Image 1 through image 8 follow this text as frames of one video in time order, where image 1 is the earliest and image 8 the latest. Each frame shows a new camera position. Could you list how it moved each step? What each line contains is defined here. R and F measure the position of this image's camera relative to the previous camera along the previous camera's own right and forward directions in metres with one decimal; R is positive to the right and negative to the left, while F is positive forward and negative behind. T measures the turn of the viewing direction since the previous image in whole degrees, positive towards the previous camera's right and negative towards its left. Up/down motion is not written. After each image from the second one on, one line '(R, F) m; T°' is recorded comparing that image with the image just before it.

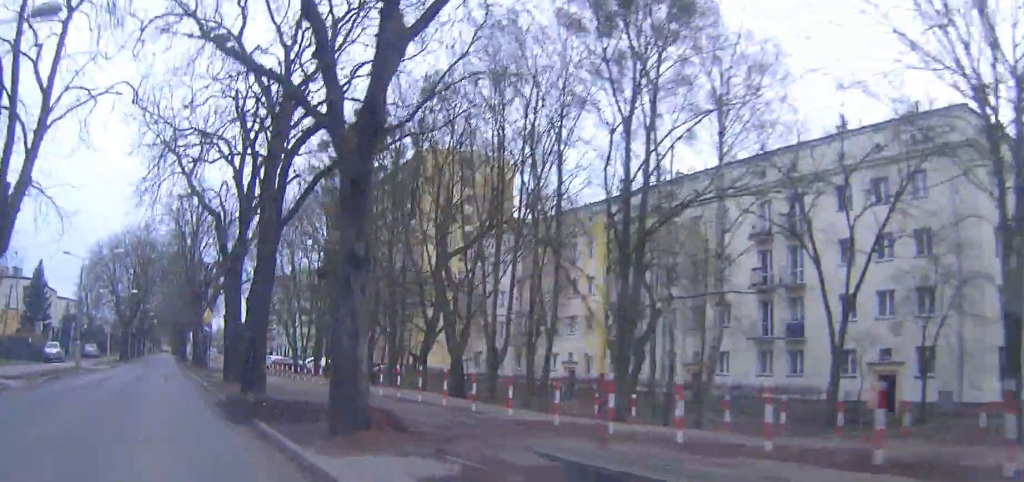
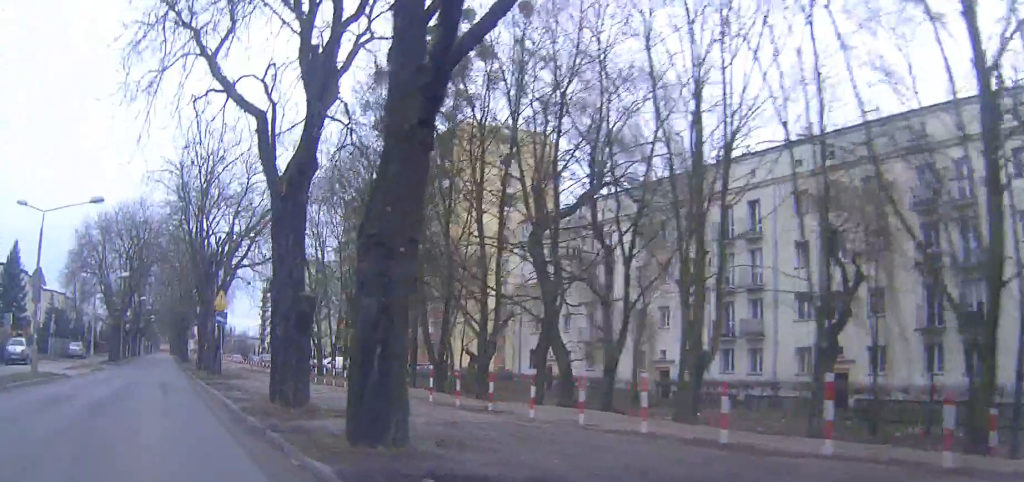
(-0.1, +12.7) m; -2°
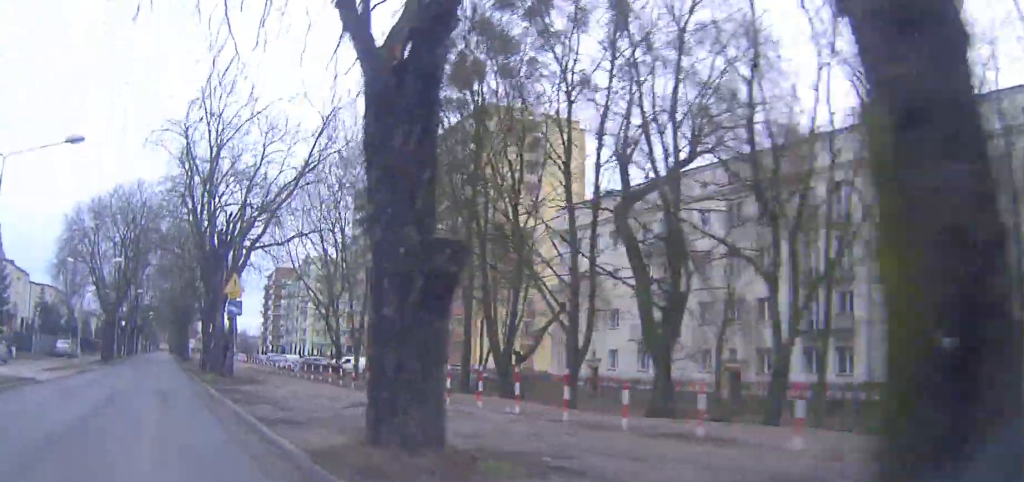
(-0.1, +7.0) m; 0°
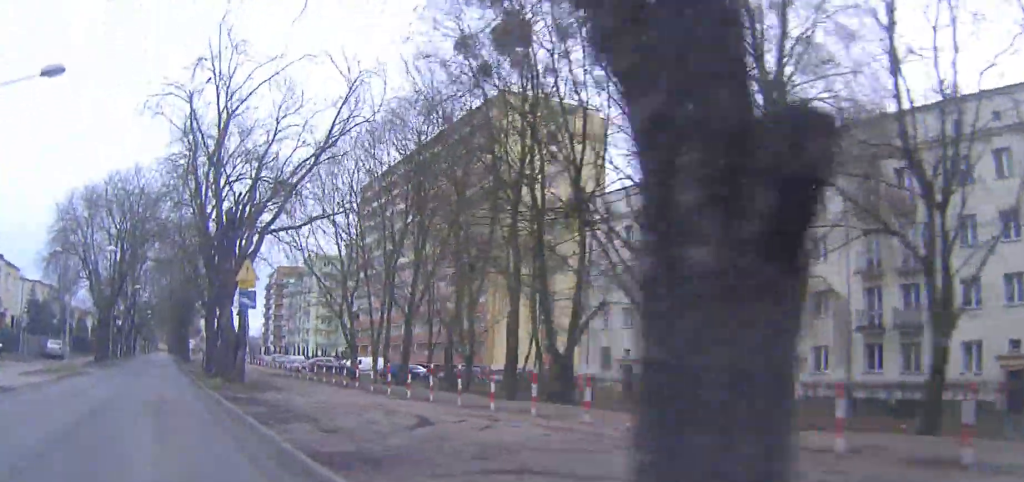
(0.0, +4.5) m; 0°
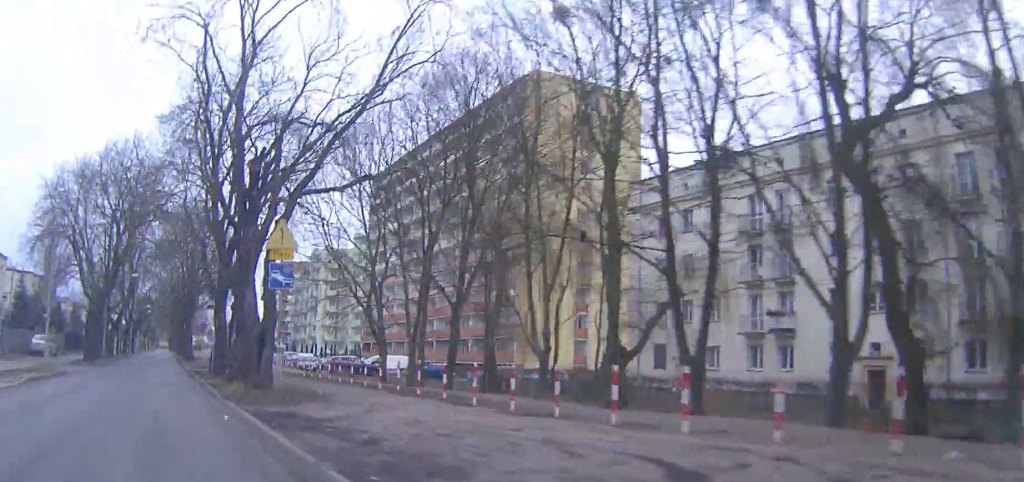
(0.0, +6.6) m; +1°
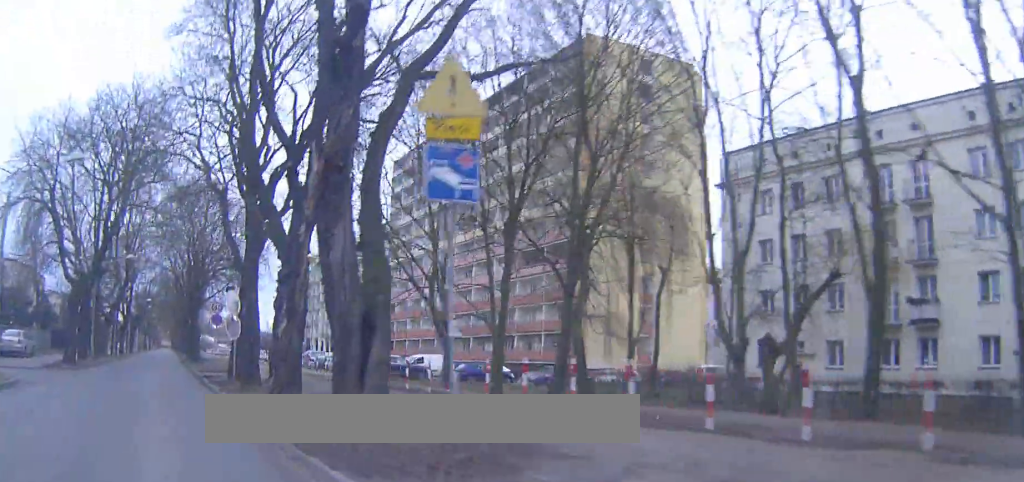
(+0.2, +10.4) m; +2°
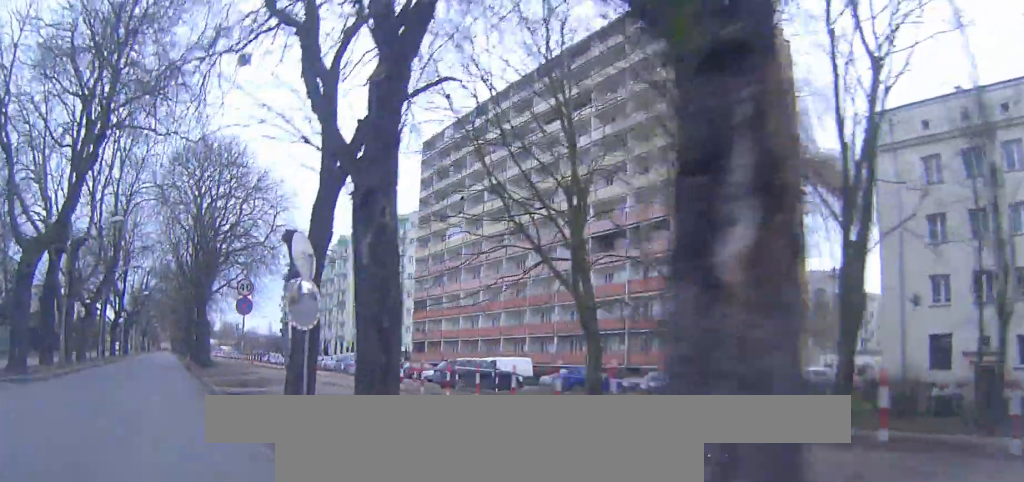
(0.0, +13.6) m; -1°
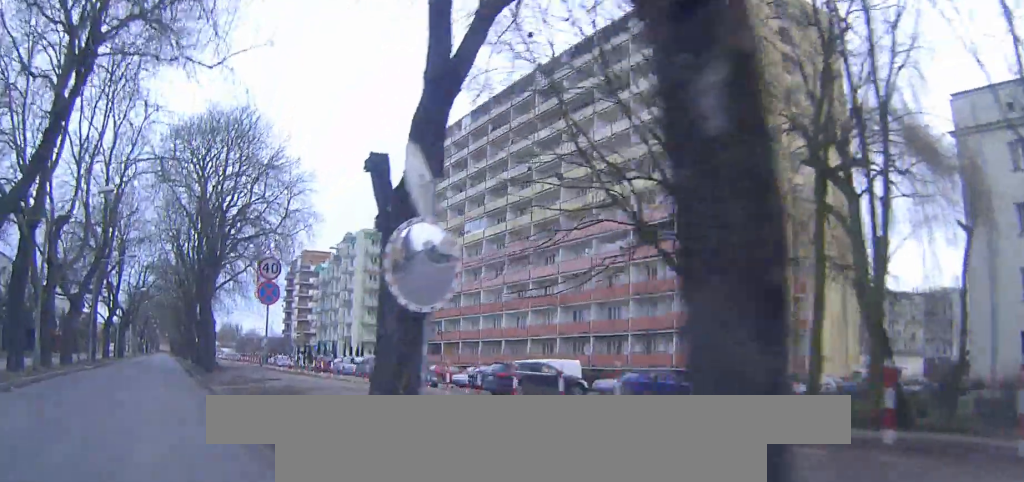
(-0.1, +6.2) m; 0°
